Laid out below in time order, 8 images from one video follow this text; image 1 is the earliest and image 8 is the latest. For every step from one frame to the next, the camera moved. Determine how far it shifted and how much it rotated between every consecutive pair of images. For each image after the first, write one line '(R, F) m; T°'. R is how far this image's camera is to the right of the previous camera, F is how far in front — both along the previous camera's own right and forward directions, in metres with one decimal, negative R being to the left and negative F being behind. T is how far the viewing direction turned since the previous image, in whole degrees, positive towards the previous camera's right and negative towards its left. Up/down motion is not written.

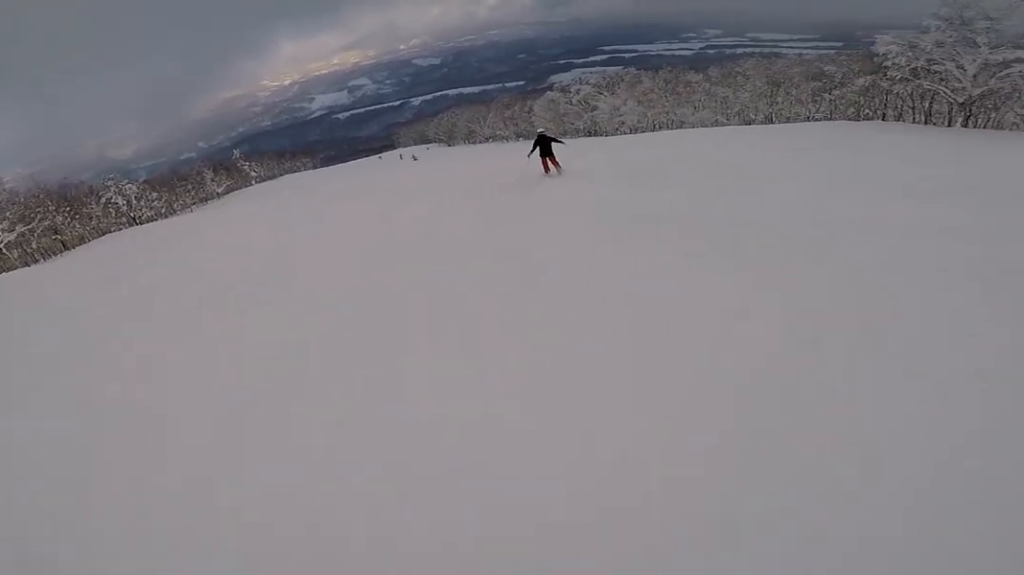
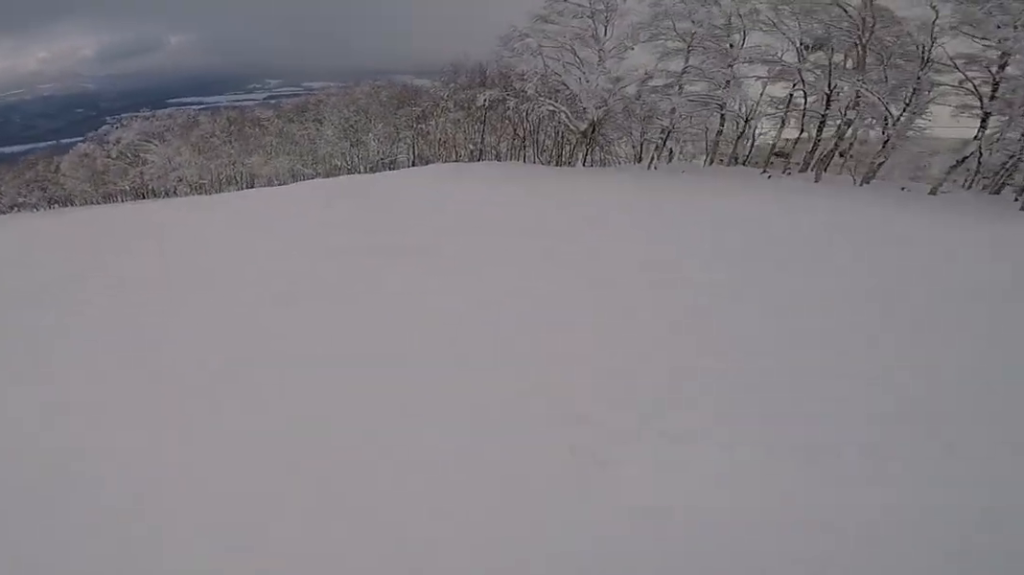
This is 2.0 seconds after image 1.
(+6.9, +14.1) m; +29°
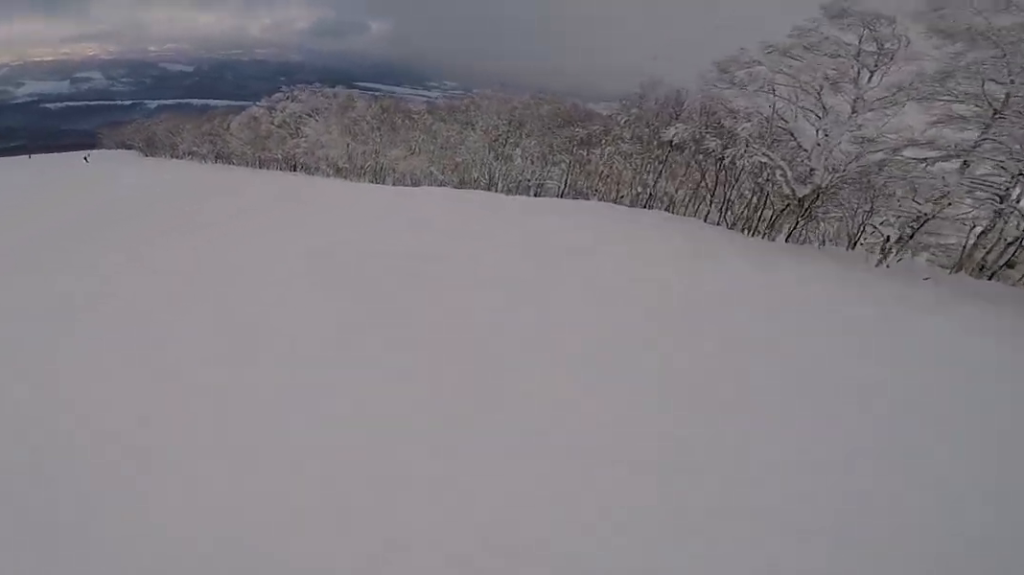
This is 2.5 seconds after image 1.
(+0.3, +3.6) m; -5°
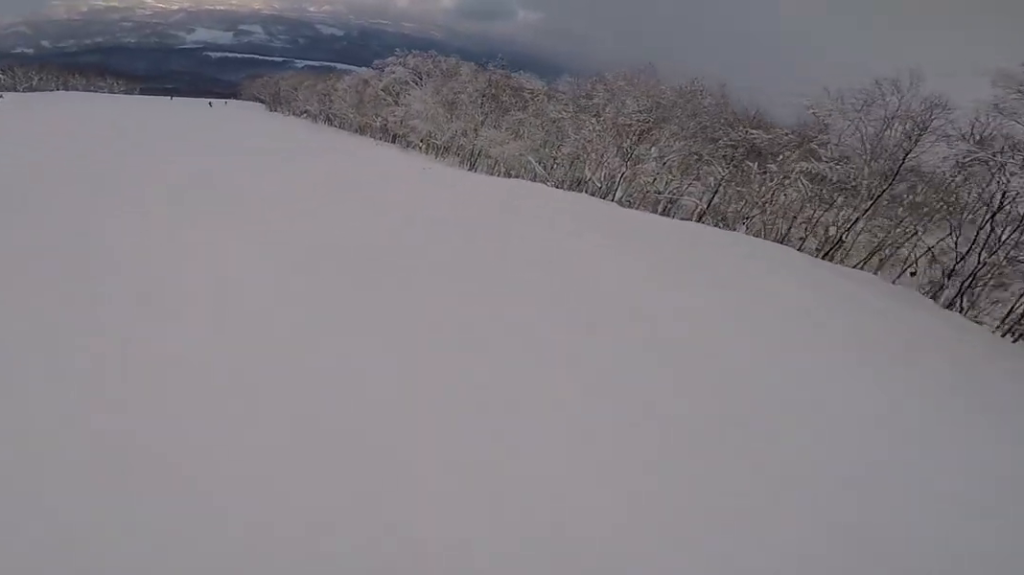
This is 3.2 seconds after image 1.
(-0.8, +5.4) m; -14°
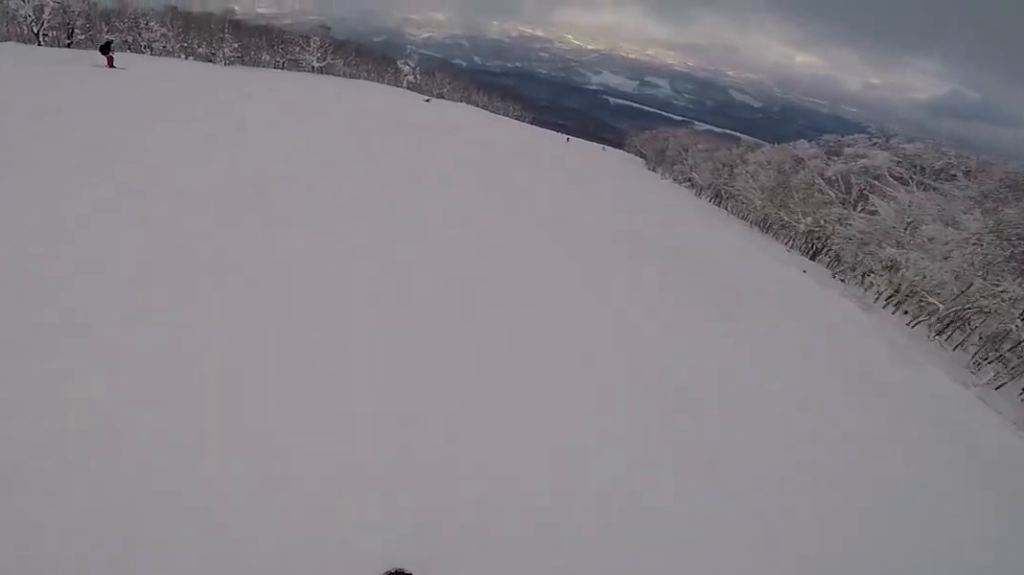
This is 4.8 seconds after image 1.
(-3.9, +11.9) m; -43°
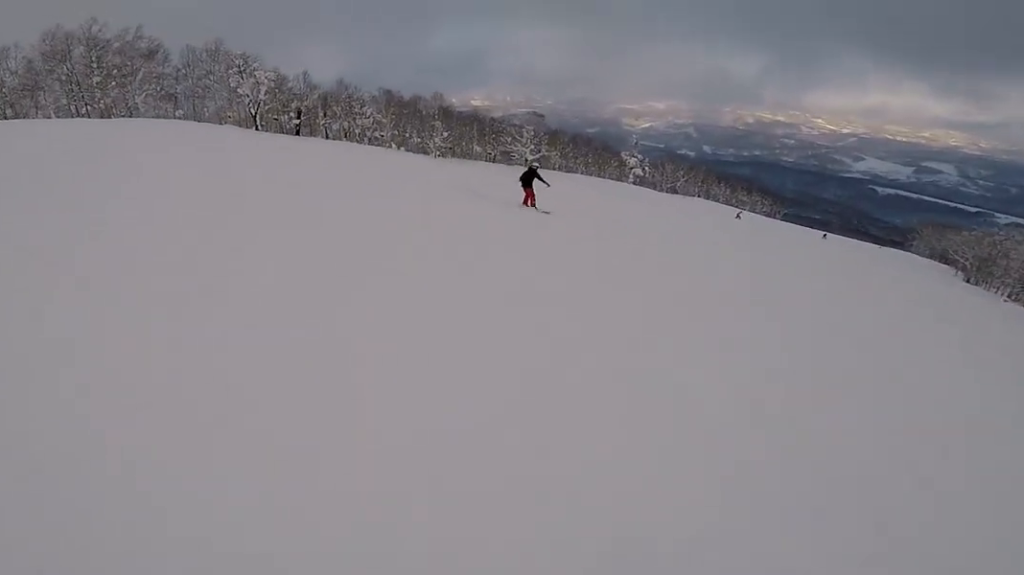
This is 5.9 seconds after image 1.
(-2.9, +8.1) m; -29°
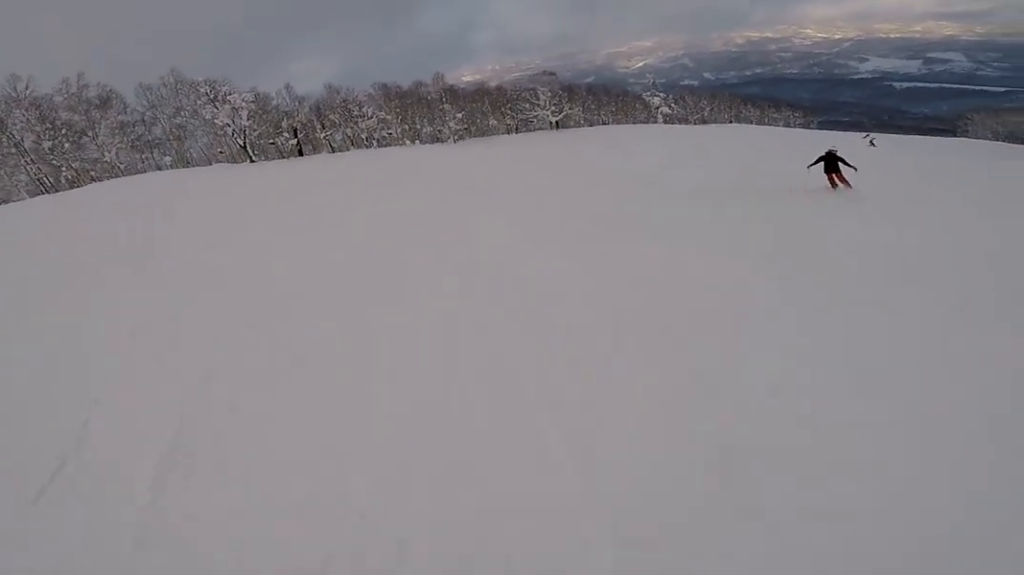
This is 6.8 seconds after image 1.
(-1.5, +6.7) m; +5°
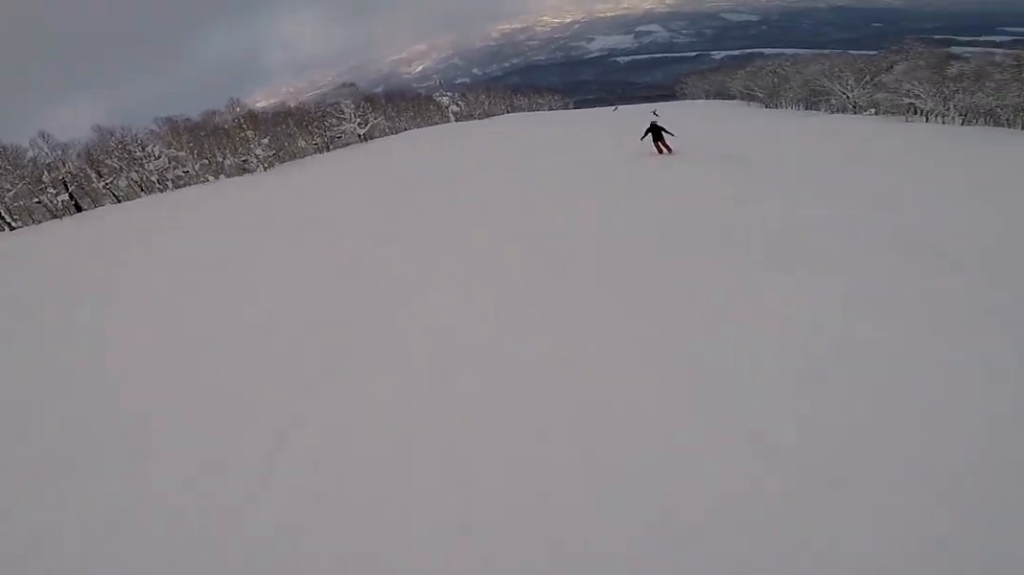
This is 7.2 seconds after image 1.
(+0.7, +3.4) m; +20°
